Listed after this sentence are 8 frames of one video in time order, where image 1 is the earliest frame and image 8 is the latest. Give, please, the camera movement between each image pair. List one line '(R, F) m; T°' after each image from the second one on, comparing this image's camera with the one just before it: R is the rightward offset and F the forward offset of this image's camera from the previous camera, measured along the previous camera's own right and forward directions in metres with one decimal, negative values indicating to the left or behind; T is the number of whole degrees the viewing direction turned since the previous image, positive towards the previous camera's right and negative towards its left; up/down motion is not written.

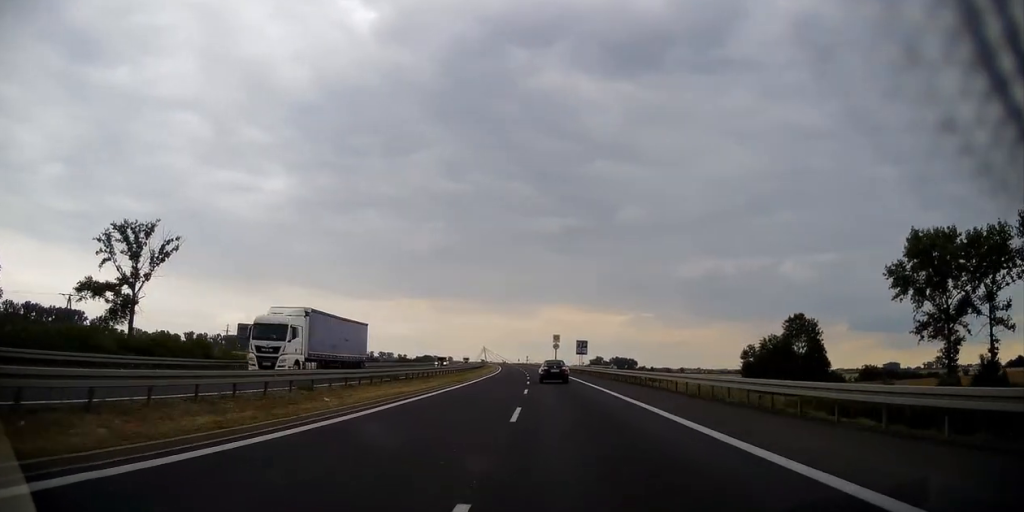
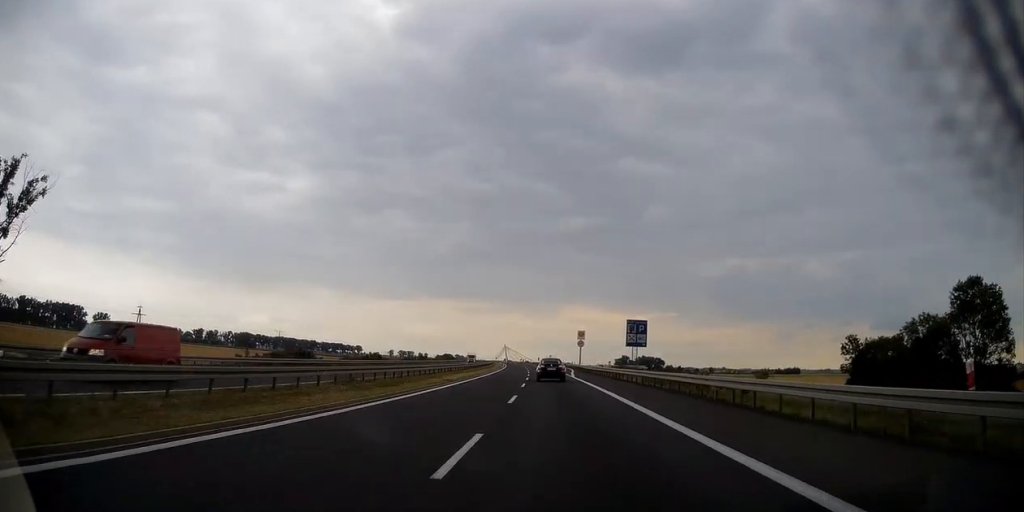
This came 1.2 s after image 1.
(-0.9, +43.1) m; -2°
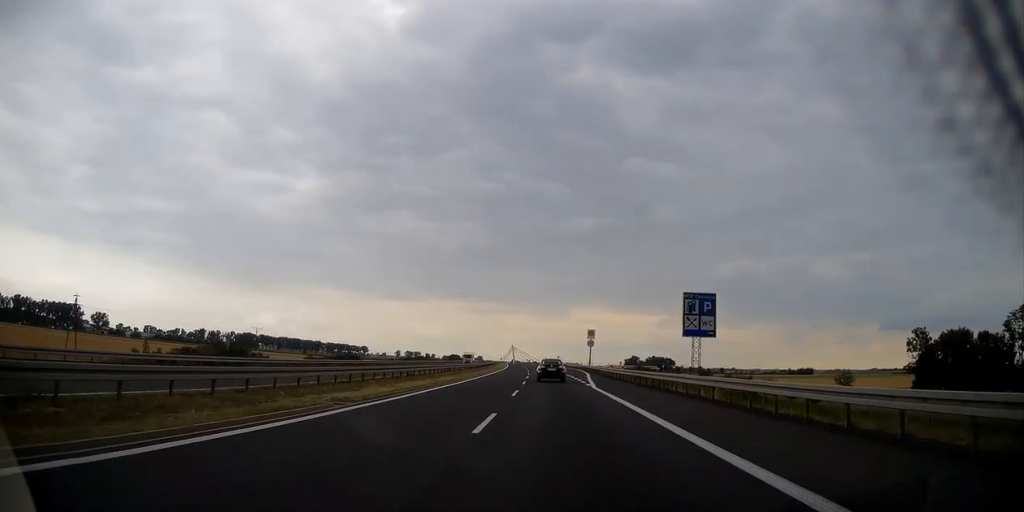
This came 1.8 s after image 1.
(-0.1, +19.8) m; -1°
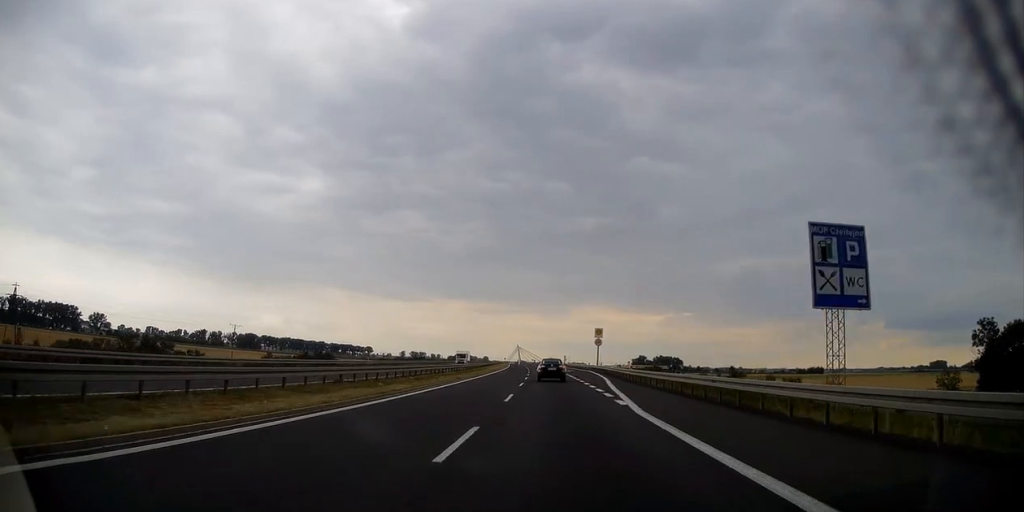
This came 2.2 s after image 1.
(-0.1, +15.1) m; 0°
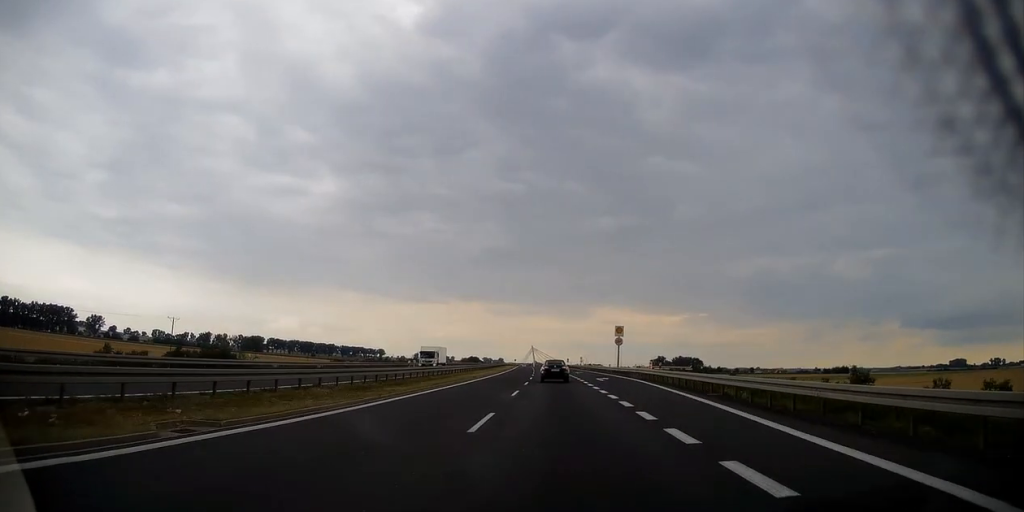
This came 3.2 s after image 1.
(-0.3, +32.7) m; -1°
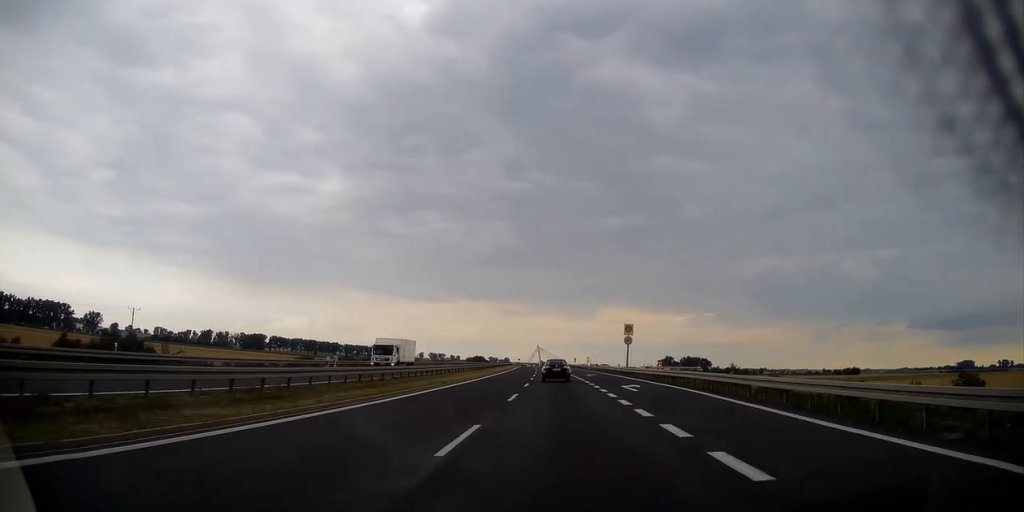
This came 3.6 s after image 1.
(+0.1, +15.1) m; -1°
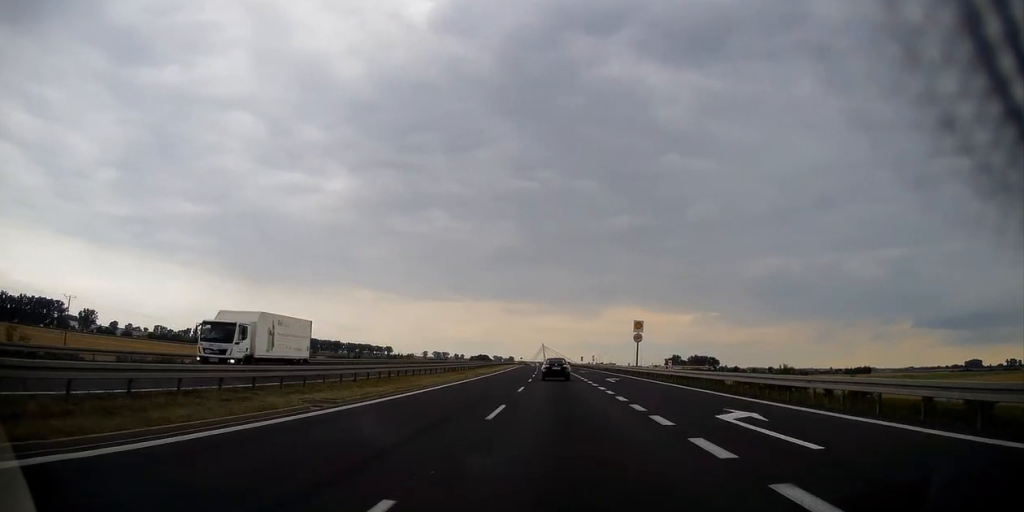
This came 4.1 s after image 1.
(-0.4, +18.7) m; -1°
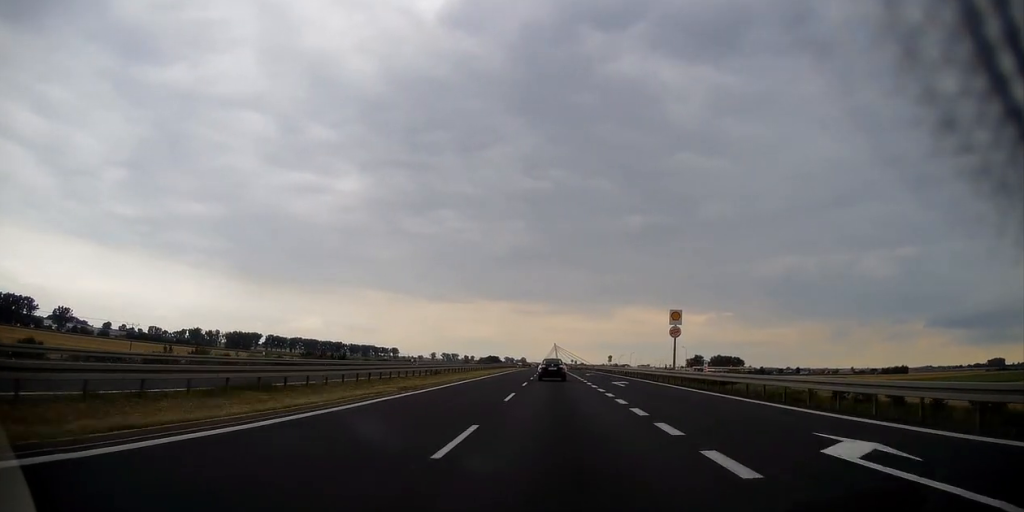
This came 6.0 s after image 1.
(-1.0, +65.6) m; -2°
